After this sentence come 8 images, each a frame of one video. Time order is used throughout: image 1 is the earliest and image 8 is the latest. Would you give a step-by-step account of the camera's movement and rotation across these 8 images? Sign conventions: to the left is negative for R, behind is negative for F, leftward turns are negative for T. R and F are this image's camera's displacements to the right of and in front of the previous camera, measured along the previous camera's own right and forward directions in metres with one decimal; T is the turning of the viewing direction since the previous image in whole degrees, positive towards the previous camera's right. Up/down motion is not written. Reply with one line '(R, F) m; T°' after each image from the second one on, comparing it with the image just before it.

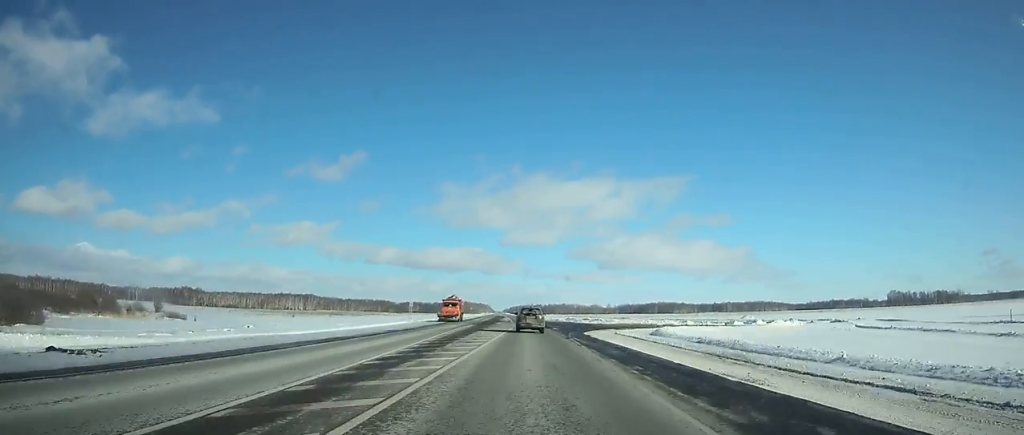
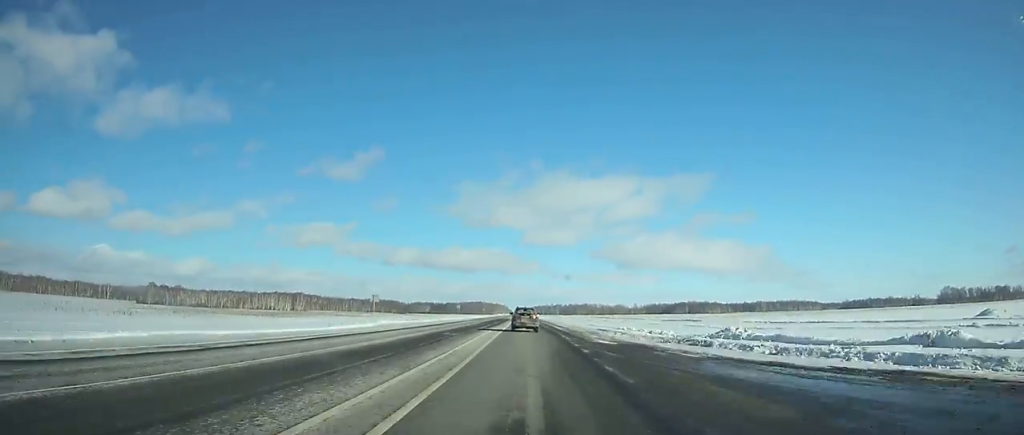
(-0.6, +81.1) m; -1°
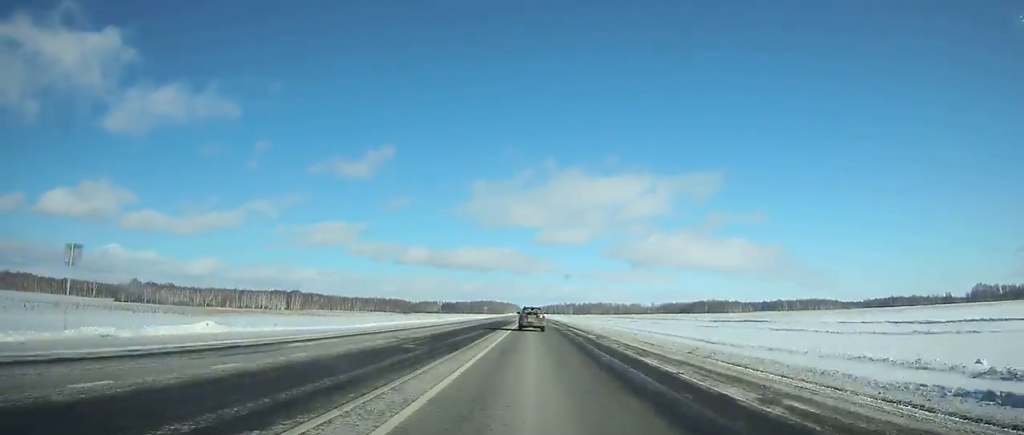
(-0.2, +39.6) m; -1°
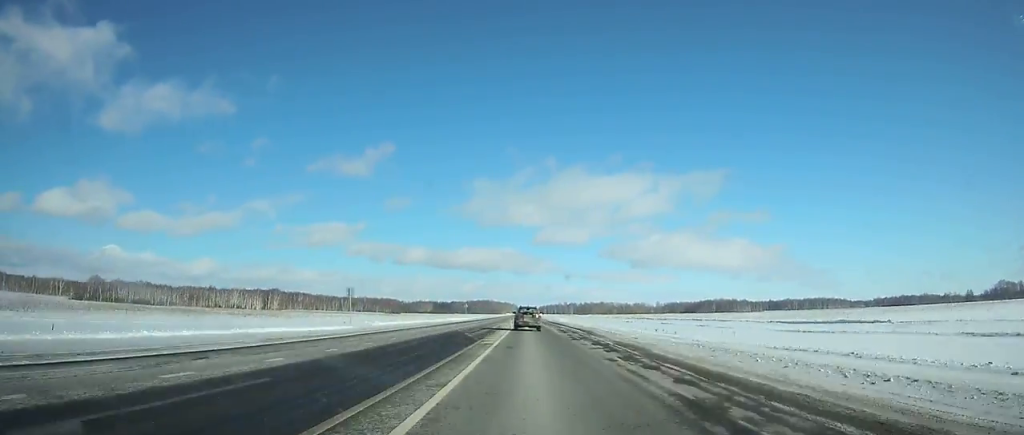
(-0.3, +45.7) m; -1°
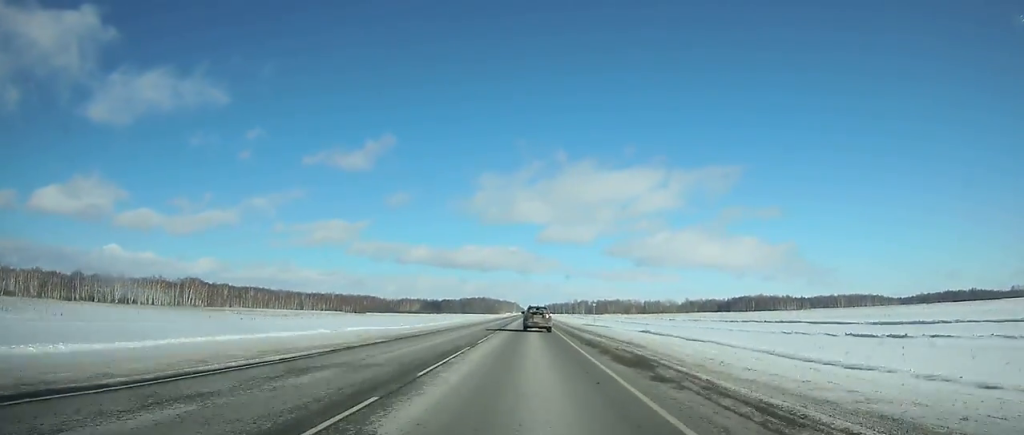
(-0.9, +146.5) m; 0°
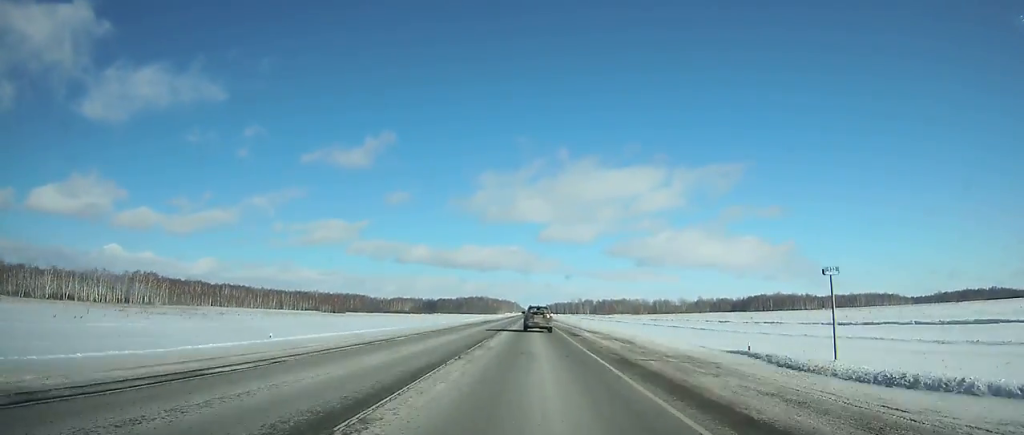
(0.0, +55.9) m; 0°
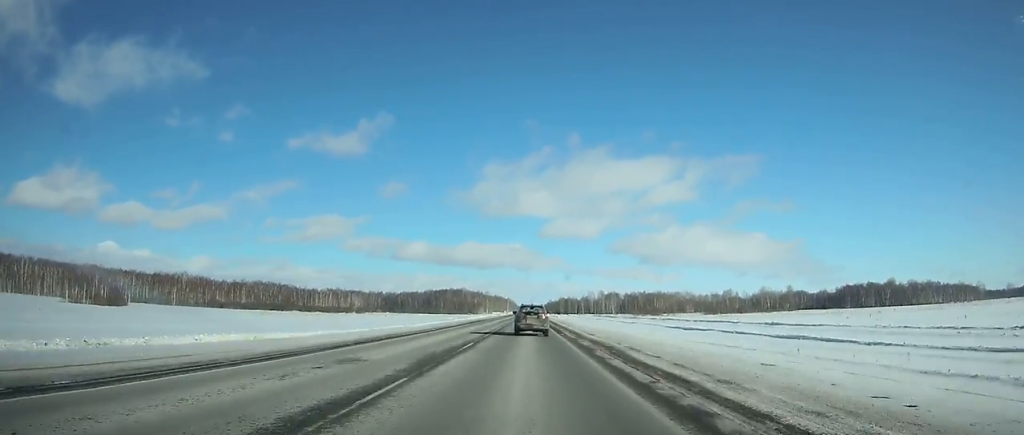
(+1.2, +240.1) m; 0°
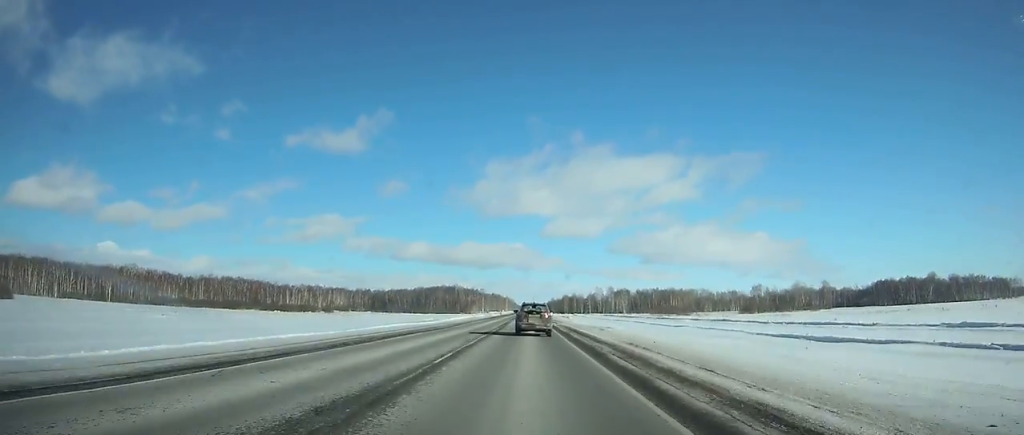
(-0.1, +54.9) m; 0°
